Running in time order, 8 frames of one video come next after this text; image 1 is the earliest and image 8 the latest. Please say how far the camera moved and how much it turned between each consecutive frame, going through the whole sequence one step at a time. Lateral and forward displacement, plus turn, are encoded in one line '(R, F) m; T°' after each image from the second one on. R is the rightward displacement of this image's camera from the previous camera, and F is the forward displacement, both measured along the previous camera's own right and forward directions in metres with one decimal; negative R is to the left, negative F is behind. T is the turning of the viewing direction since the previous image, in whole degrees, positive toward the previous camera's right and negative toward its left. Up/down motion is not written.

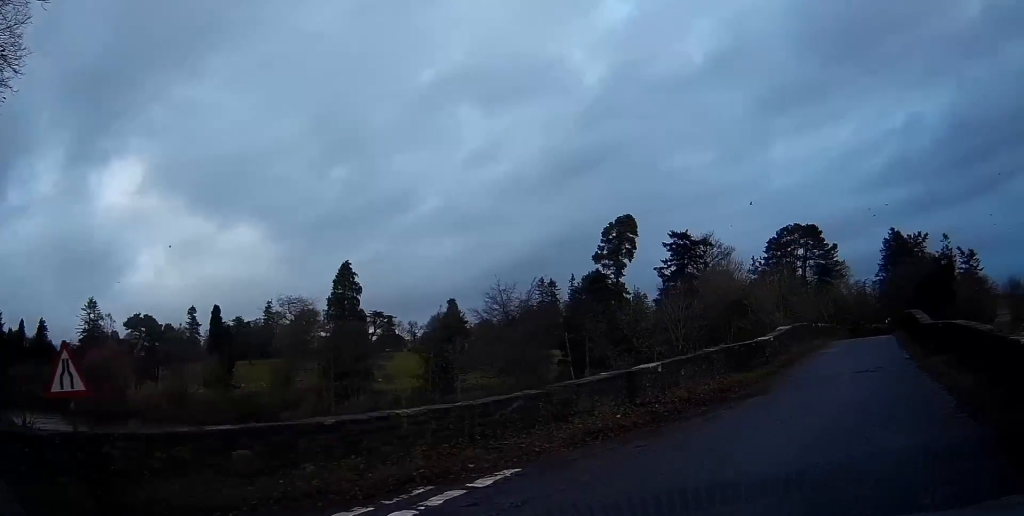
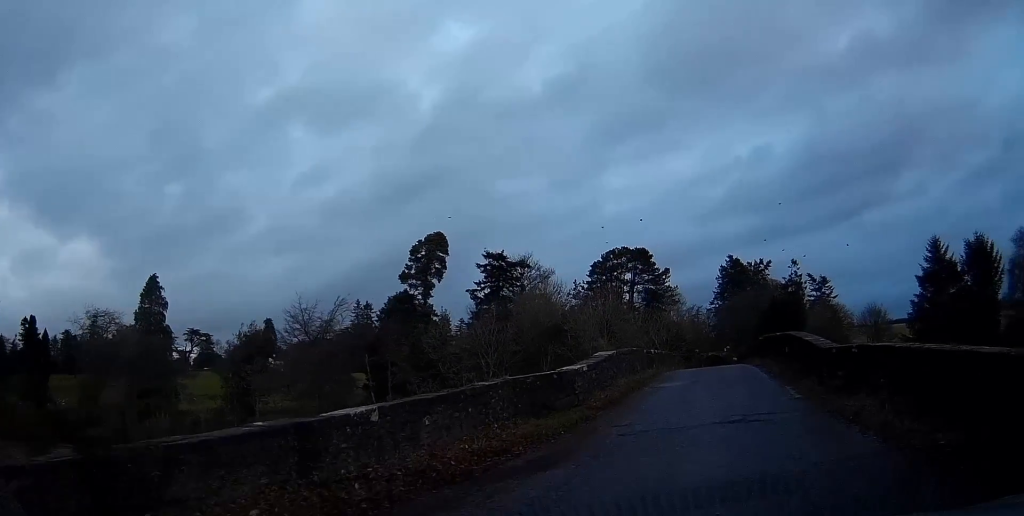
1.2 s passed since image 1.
(+0.7, +6.2) m; +18°
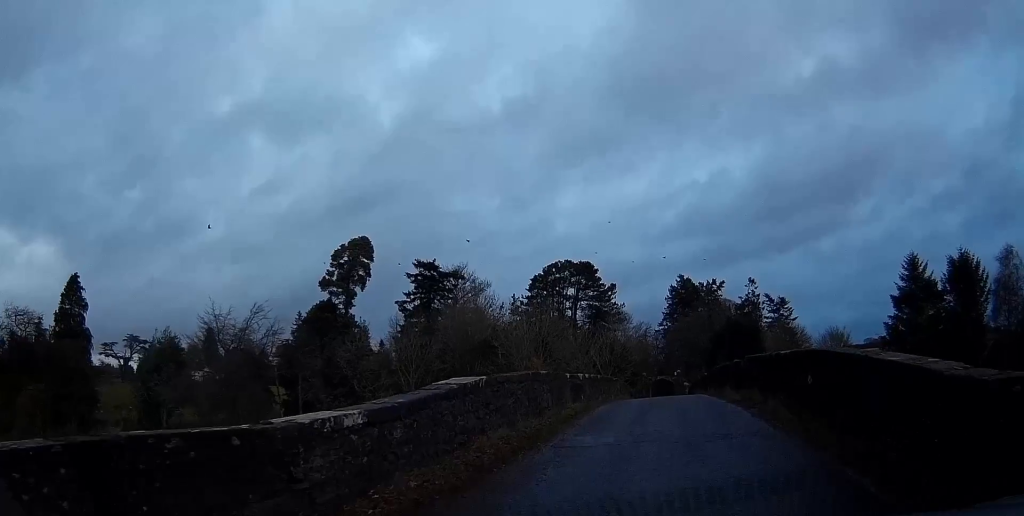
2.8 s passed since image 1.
(+0.8, +9.6) m; +1°
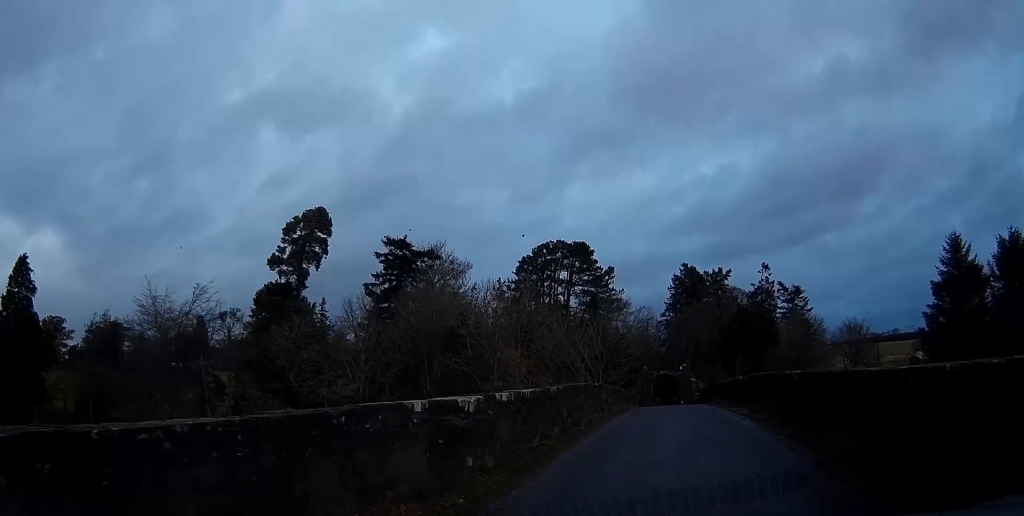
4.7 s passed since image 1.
(-0.6, +14.3) m; -3°
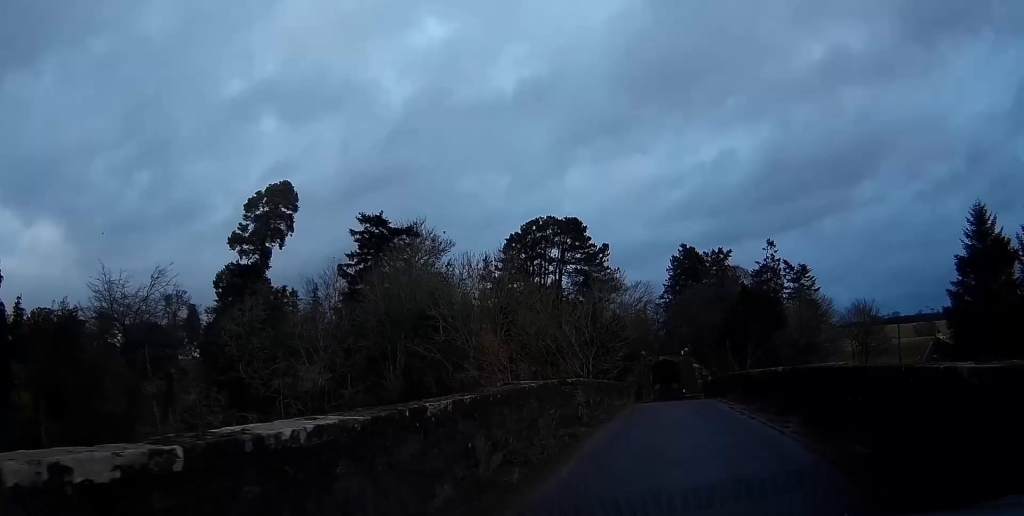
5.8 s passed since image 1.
(0.0, +8.0) m; +1°
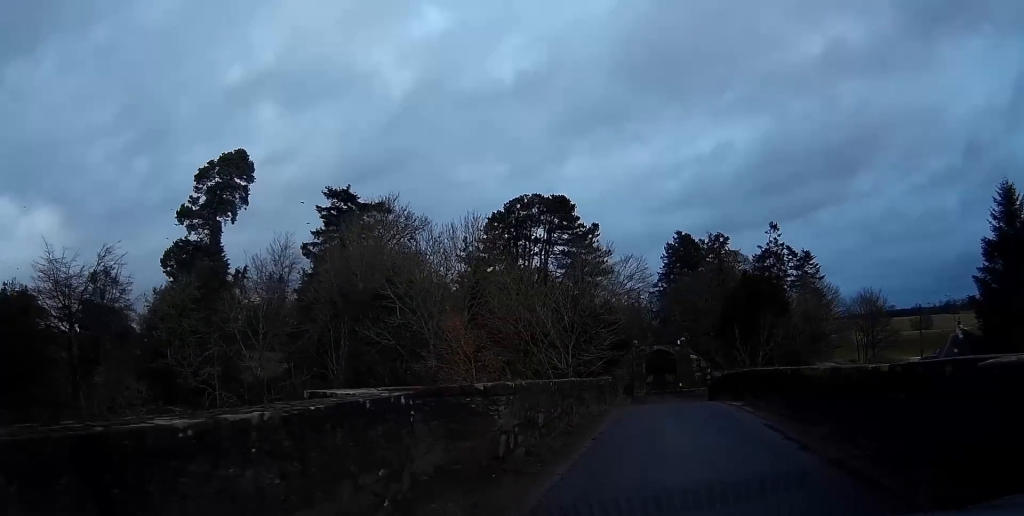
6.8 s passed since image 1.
(+0.1, +8.3) m; 0°
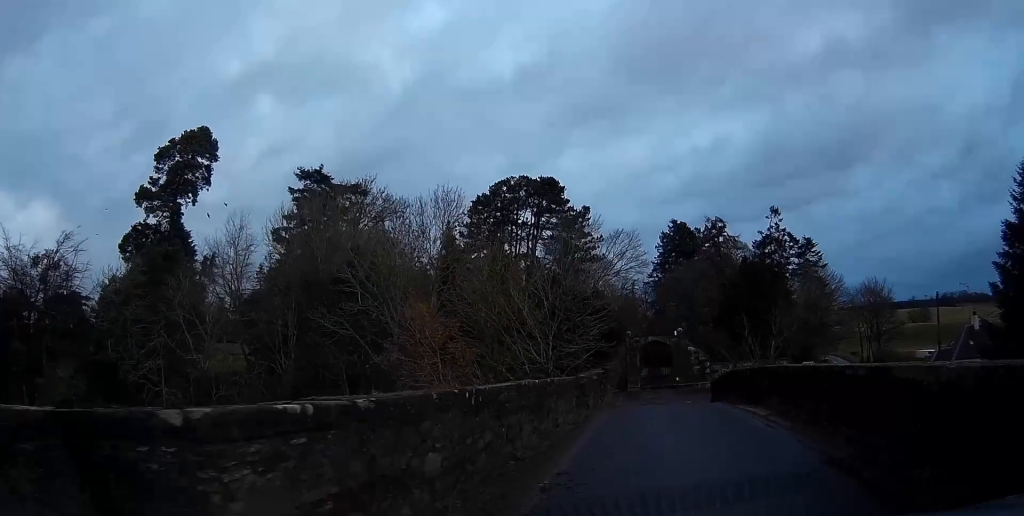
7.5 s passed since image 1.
(0.0, +5.6) m; -1°
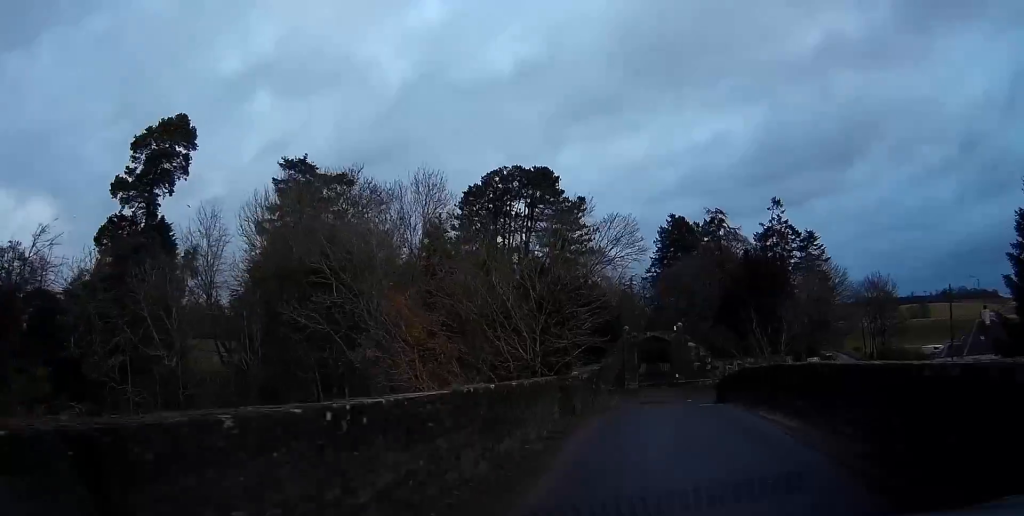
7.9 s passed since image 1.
(0.0, +3.3) m; -1°
